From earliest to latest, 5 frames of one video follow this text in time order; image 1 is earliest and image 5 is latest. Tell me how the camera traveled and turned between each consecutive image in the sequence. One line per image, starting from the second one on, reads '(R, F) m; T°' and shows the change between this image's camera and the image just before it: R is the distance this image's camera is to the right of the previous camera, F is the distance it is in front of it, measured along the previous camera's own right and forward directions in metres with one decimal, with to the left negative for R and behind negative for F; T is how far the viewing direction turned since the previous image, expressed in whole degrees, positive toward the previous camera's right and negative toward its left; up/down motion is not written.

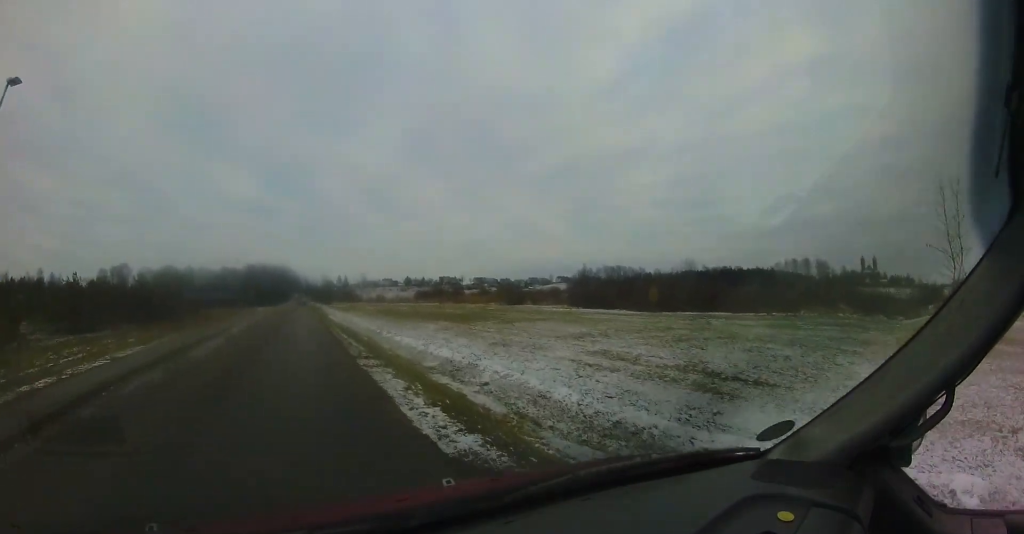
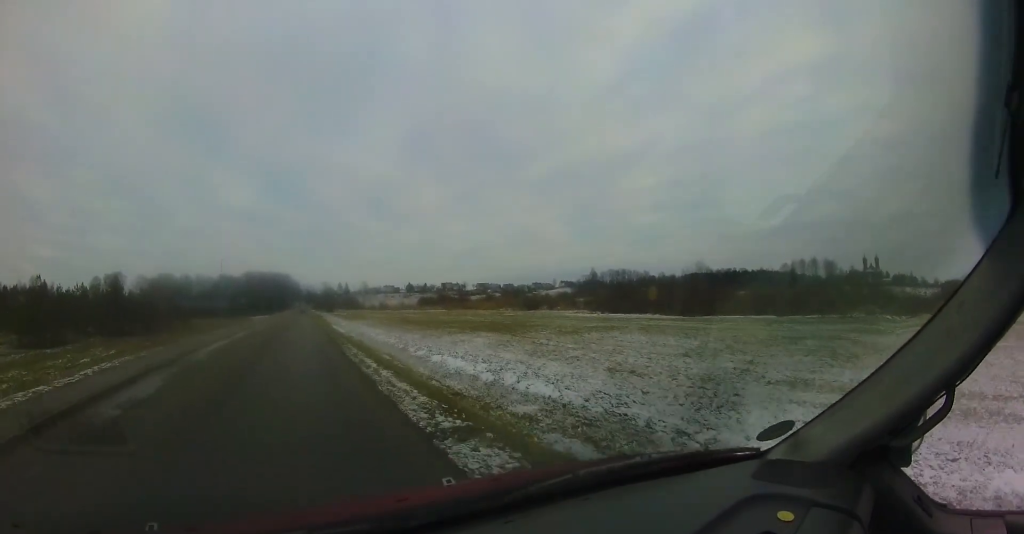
(-0.2, +6.6) m; -1°
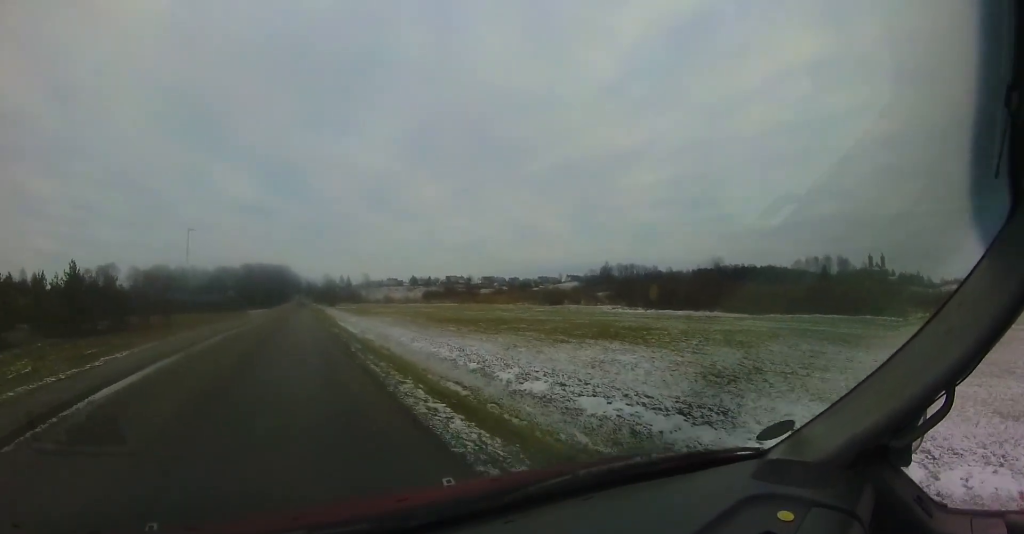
(0.0, +9.1) m; +2°
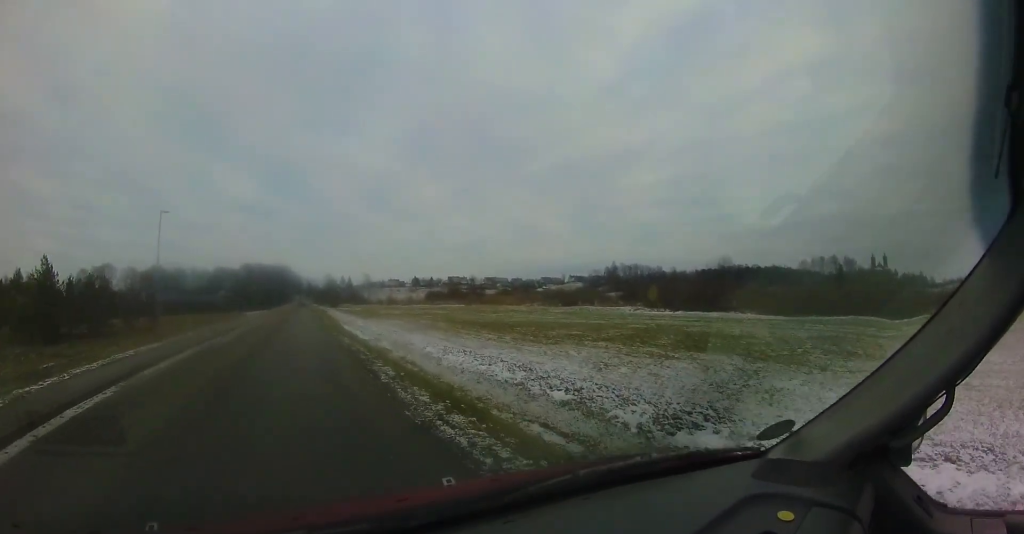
(-0.1, +4.3) m; +1°
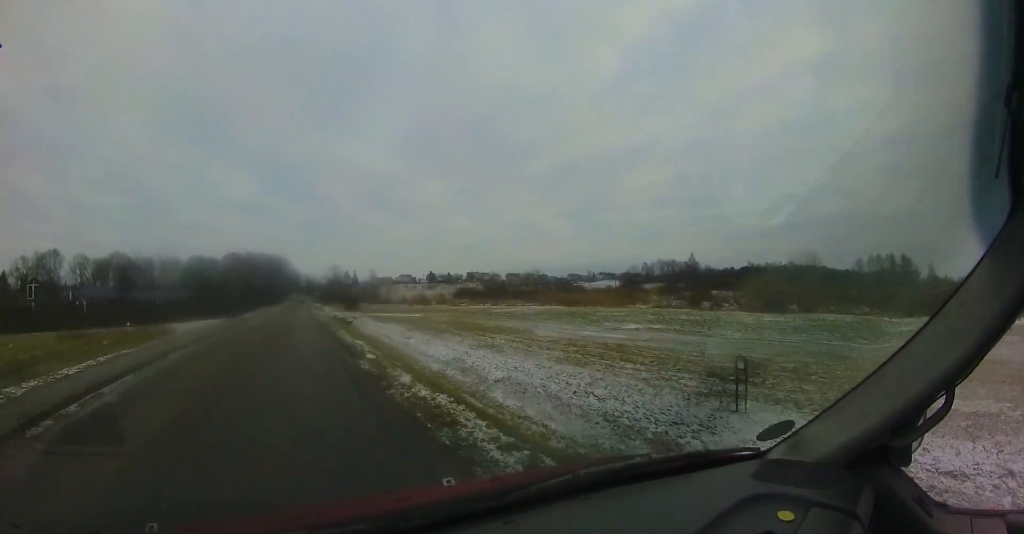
(+0.3, +41.6) m; -2°
